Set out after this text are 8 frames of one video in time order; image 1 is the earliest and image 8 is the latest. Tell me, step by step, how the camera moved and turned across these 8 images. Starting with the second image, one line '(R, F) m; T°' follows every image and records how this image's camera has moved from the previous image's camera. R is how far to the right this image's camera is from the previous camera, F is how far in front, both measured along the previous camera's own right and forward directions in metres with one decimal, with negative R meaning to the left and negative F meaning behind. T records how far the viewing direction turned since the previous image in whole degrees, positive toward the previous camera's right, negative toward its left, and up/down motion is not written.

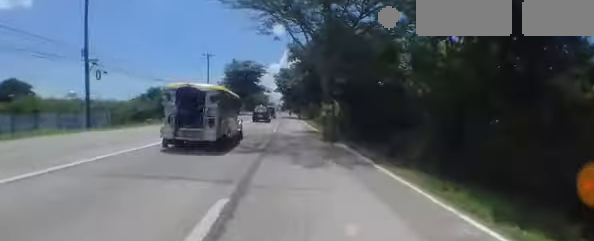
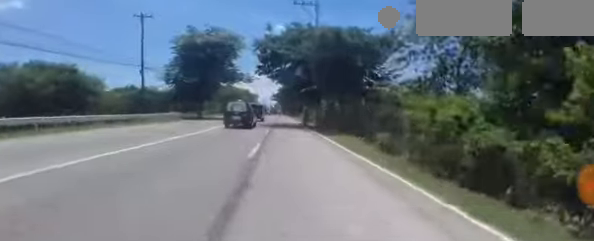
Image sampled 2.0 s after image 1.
(-0.1, +32.3) m; -1°
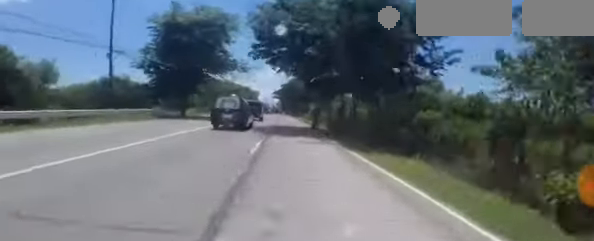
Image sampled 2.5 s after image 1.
(0.0, +7.1) m; 0°
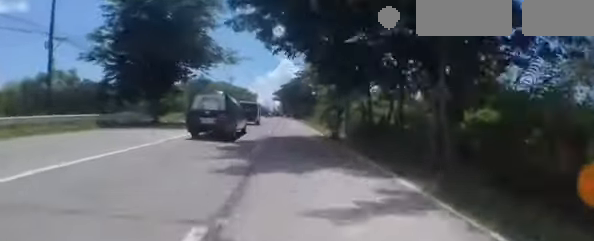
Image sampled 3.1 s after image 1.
(0.0, +8.2) m; 0°
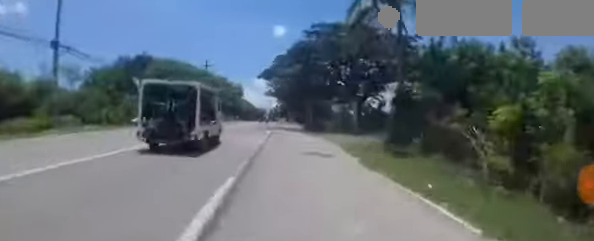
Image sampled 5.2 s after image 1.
(+0.5, +28.3) m; +1°
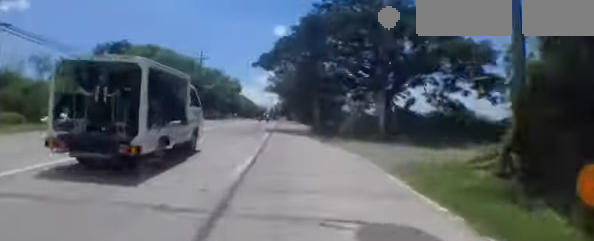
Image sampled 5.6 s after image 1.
(+0.1, +6.3) m; 0°
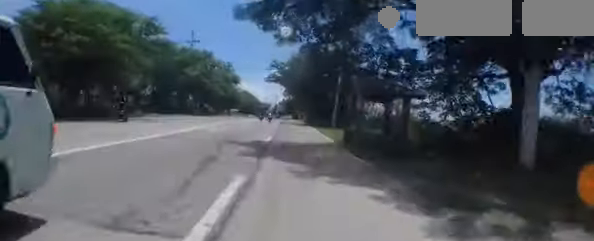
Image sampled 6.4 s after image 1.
(-0.2, +11.1) m; 0°
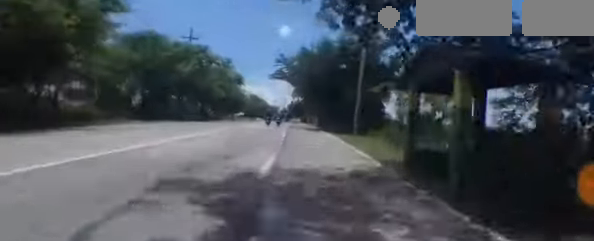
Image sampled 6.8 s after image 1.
(0.0, +6.6) m; 0°
